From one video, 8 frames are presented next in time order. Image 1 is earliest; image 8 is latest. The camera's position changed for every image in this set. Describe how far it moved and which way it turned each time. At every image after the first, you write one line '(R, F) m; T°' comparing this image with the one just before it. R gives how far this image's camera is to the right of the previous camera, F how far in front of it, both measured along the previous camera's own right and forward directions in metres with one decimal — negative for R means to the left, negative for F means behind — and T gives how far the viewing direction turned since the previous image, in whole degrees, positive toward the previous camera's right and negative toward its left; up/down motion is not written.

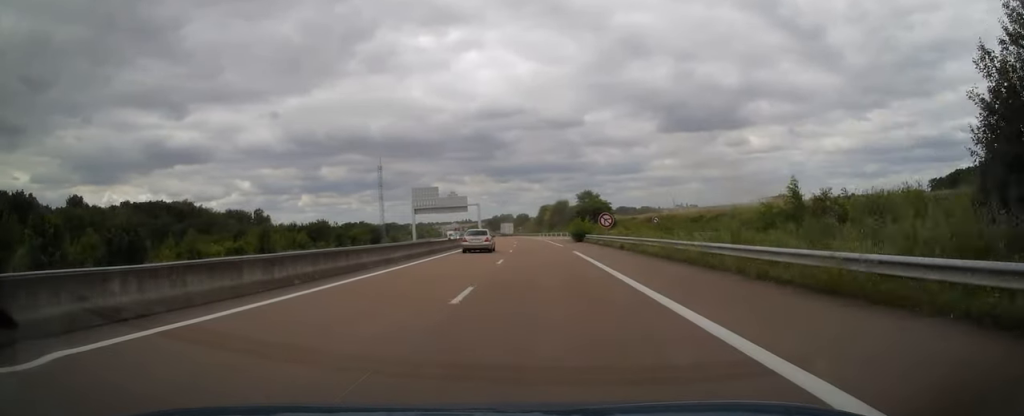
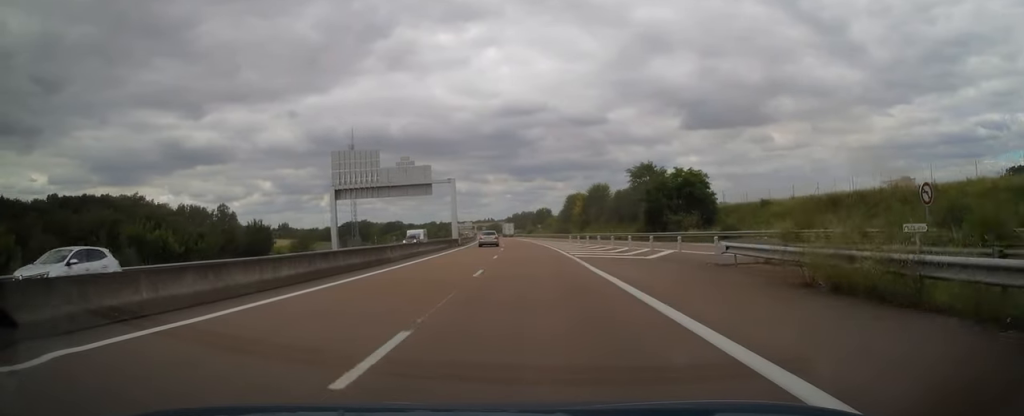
(-0.8, +57.3) m; -2°
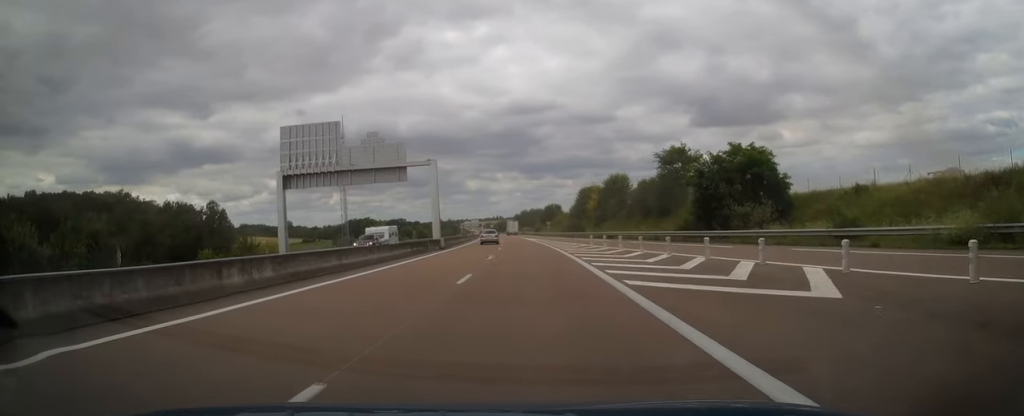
(+0.1, +15.7) m; -1°
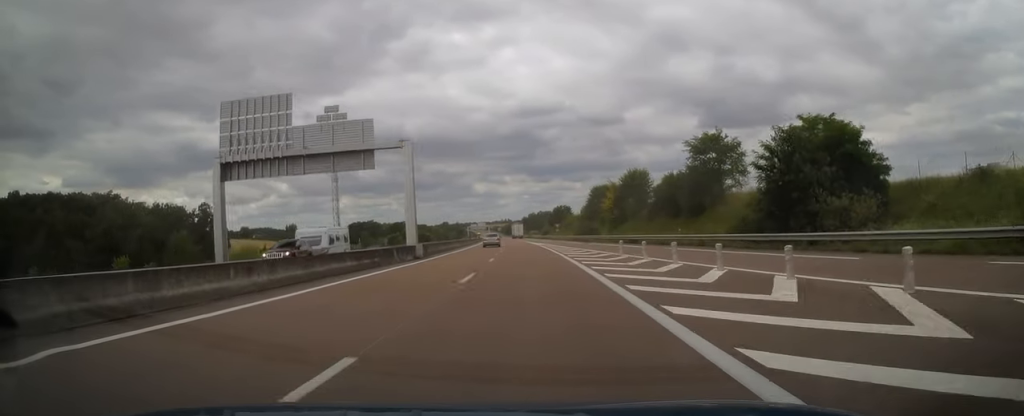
(-0.1, +11.7) m; -1°
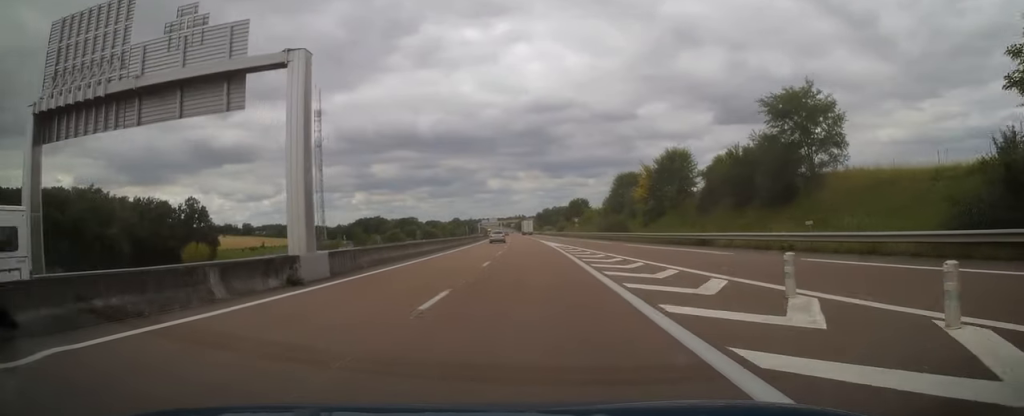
(-0.1, +18.6) m; -1°
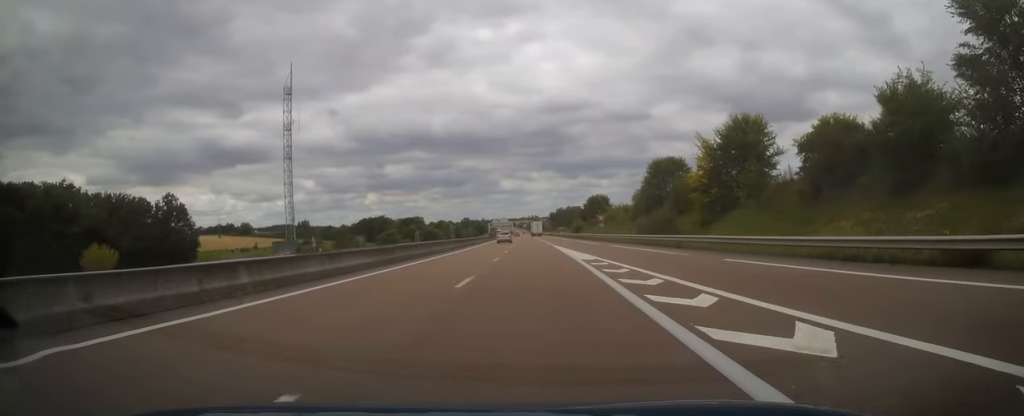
(-0.3, +21.5) m; -1°
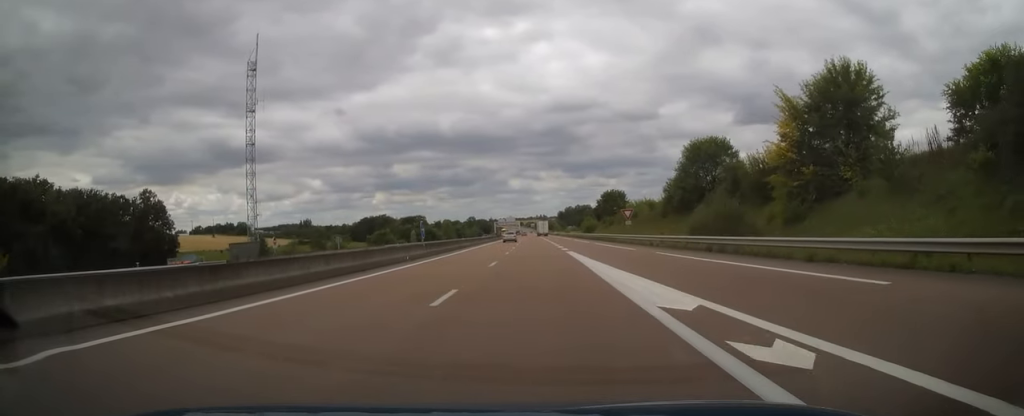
(-0.1, +16.7) m; -1°
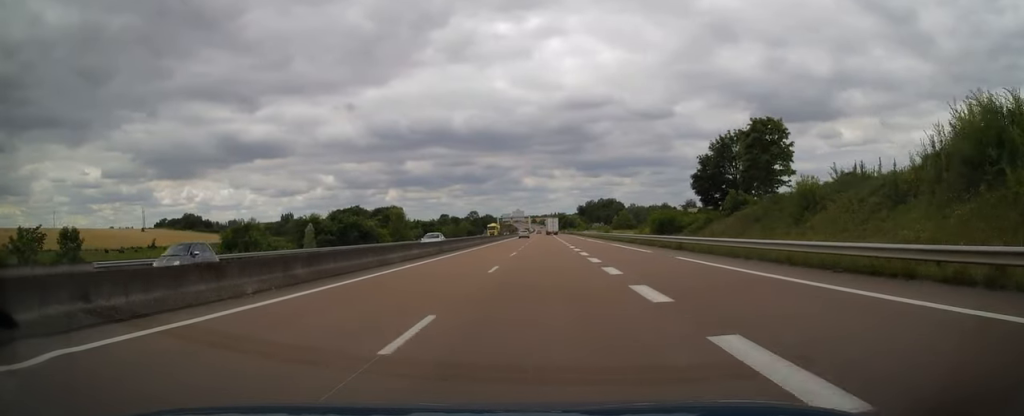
(-1.8, +81.3) m; -2°
